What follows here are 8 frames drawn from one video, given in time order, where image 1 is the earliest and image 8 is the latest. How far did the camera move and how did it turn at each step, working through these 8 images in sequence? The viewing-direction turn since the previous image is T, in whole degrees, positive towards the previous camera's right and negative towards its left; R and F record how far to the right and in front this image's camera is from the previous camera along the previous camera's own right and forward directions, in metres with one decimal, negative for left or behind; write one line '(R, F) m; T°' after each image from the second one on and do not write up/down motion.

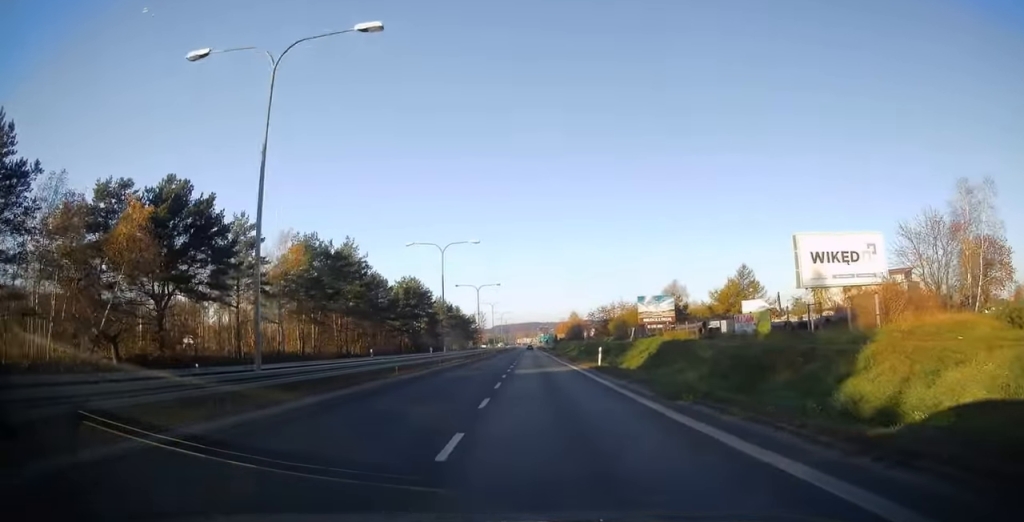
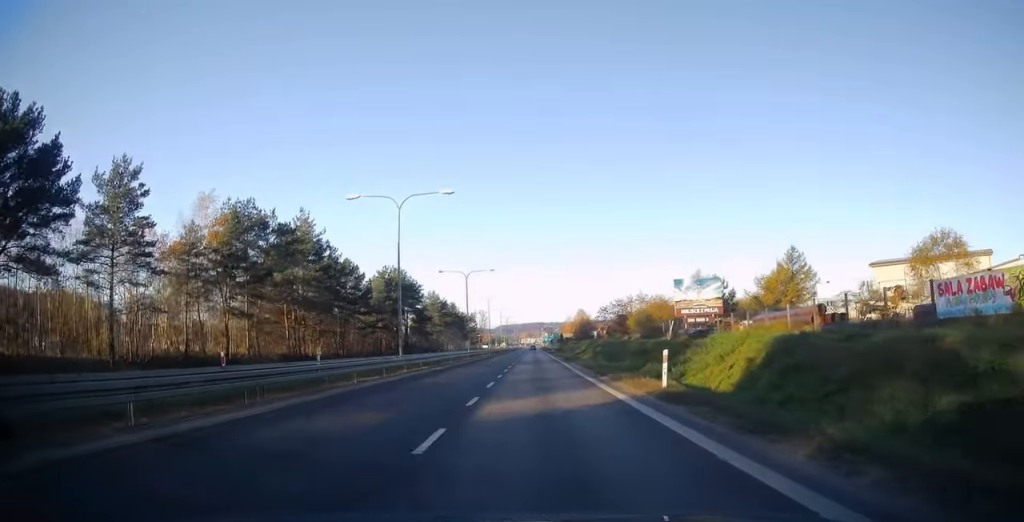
(+0.1, +17.2) m; -1°
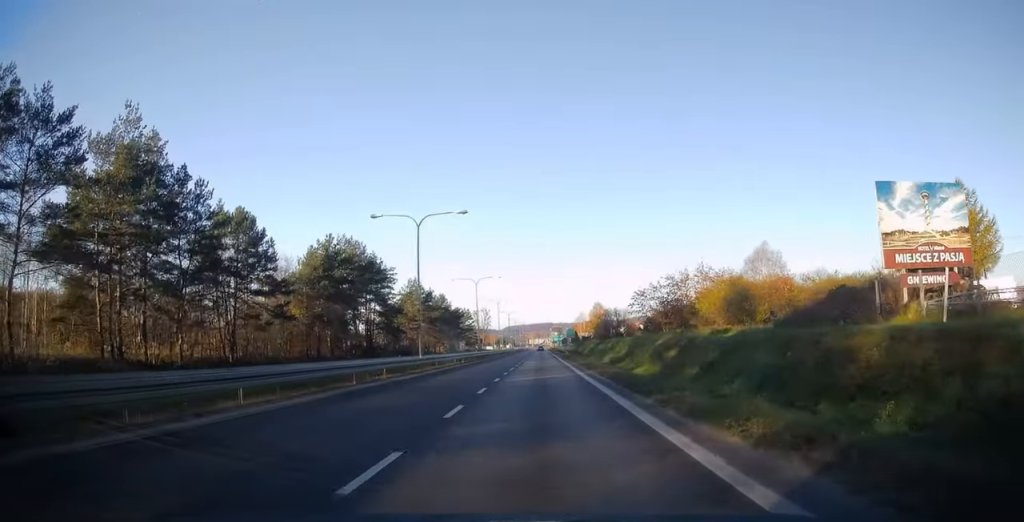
(-0.2, +31.8) m; +1°
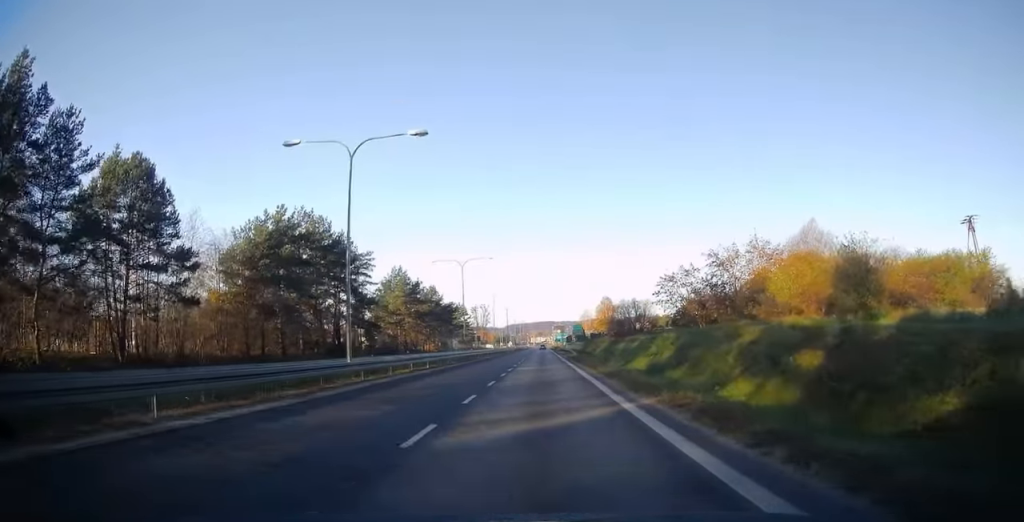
(+0.1, +15.2) m; 0°
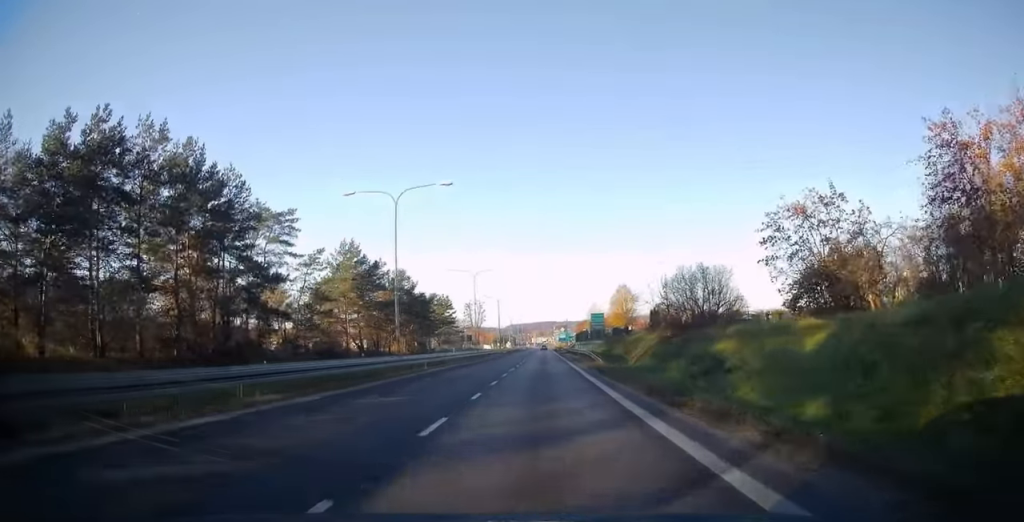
(-0.5, +29.0) m; -1°
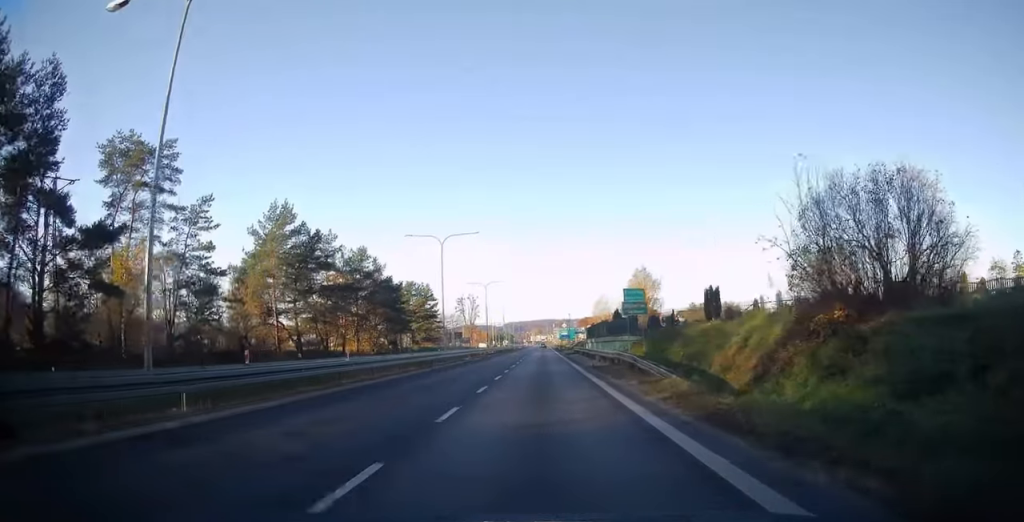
(+0.3, +22.2) m; 0°
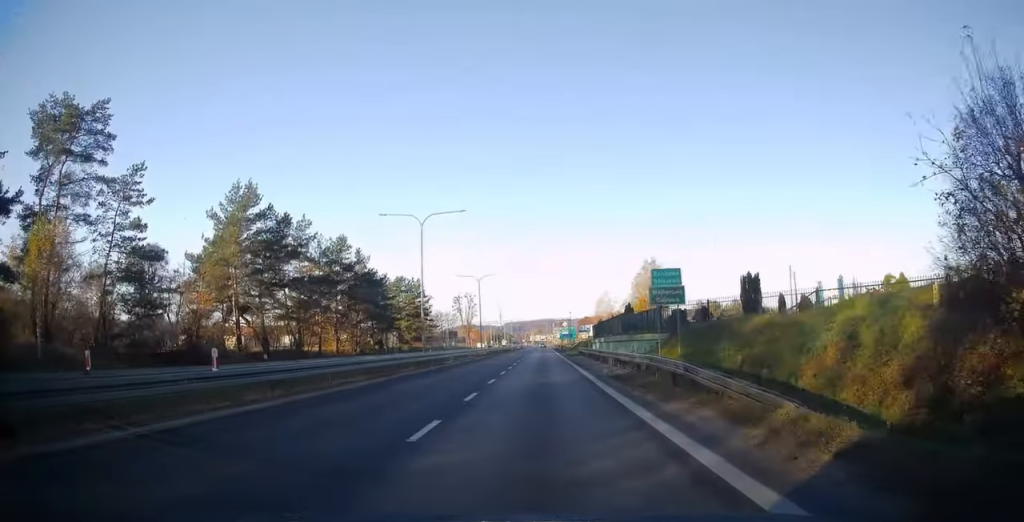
(0.0, +8.2) m; 0°
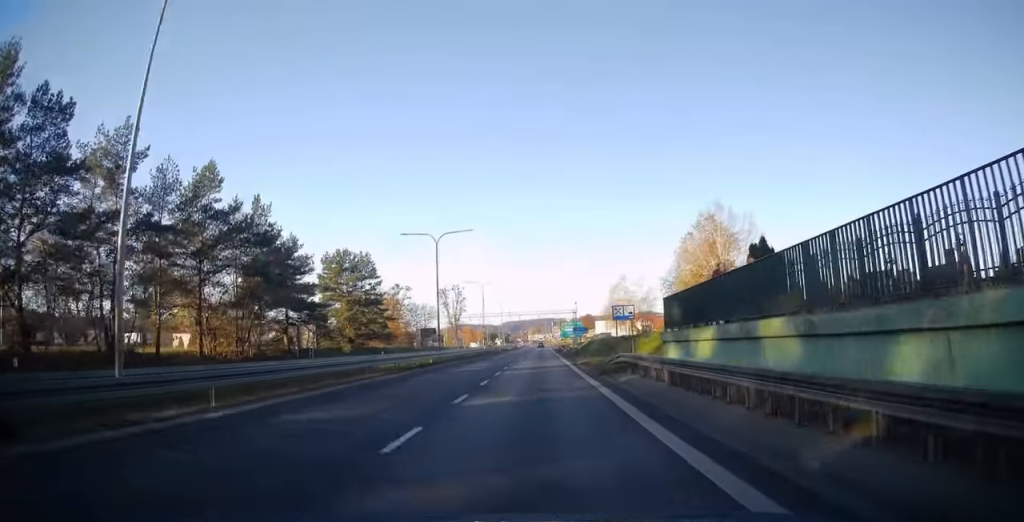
(0.0, +30.9) m; 0°
